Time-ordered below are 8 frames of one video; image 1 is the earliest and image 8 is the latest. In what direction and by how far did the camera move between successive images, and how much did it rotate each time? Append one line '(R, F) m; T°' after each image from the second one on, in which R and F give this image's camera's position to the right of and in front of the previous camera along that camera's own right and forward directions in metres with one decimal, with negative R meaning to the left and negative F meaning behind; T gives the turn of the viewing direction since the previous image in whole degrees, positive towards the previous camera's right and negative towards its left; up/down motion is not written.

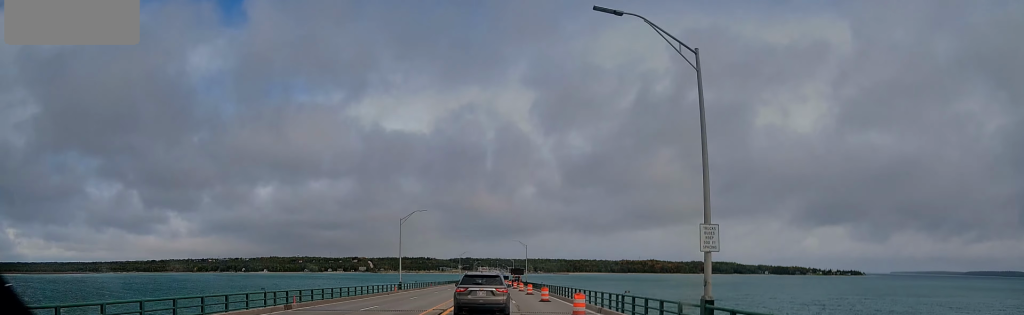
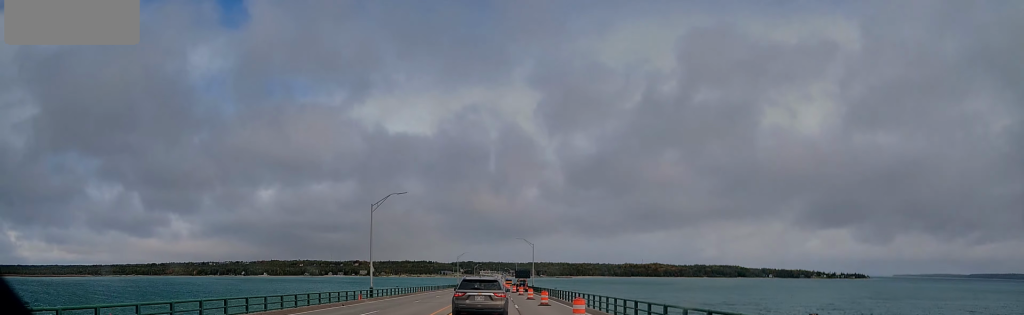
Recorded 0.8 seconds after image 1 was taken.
(+0.2, +16.0) m; 0°
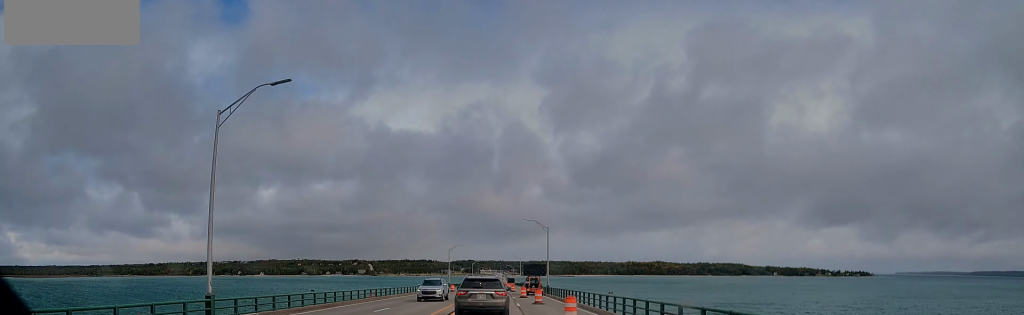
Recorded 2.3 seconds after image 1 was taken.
(-0.6, +29.3) m; 0°
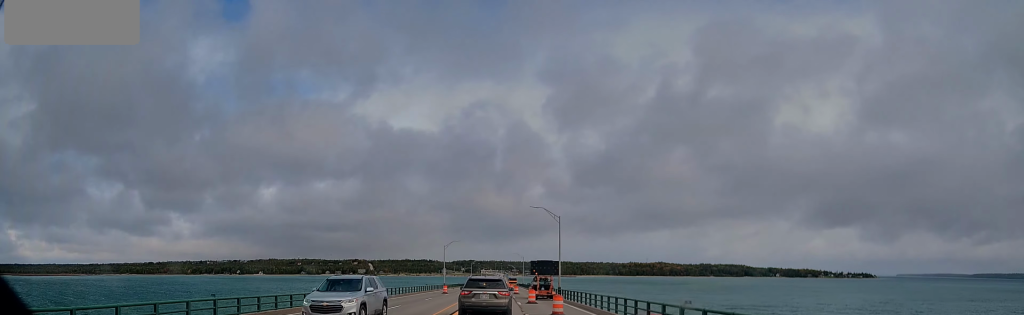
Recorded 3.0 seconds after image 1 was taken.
(+0.5, +12.7) m; 0°
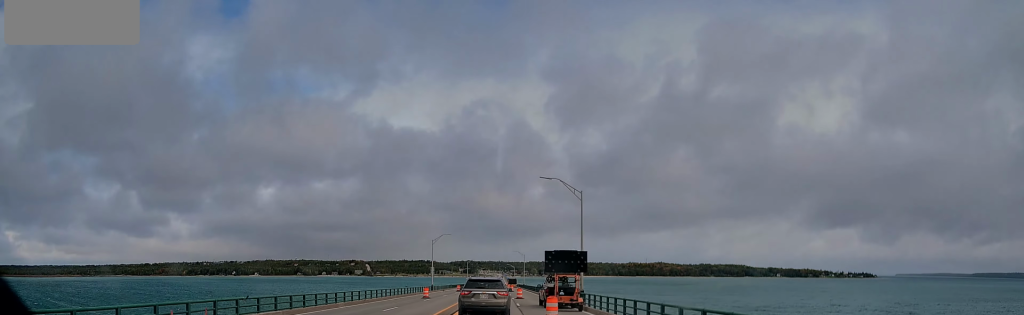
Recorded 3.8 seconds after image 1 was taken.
(-0.1, +15.8) m; 0°
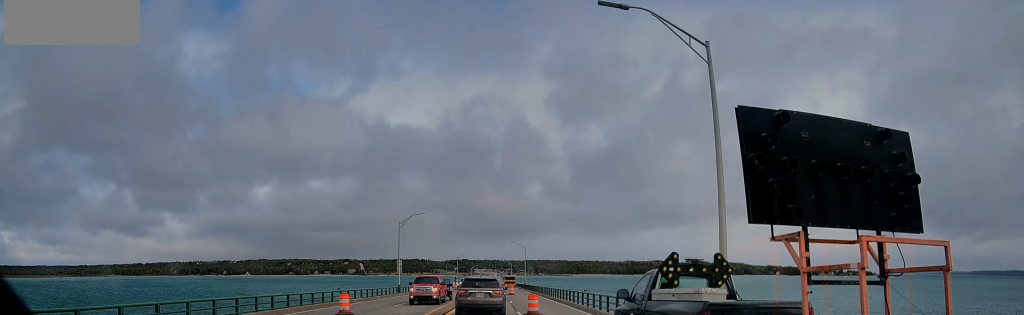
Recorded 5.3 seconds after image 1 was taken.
(0.0, +27.1) m; 0°
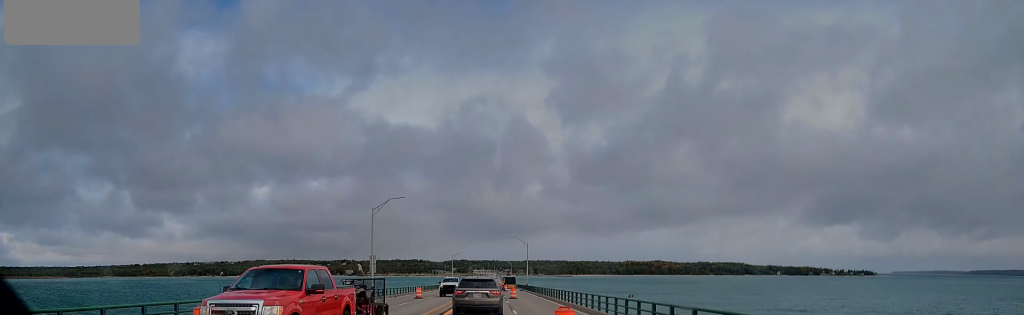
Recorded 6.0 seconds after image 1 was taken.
(-0.3, +12.6) m; 0°
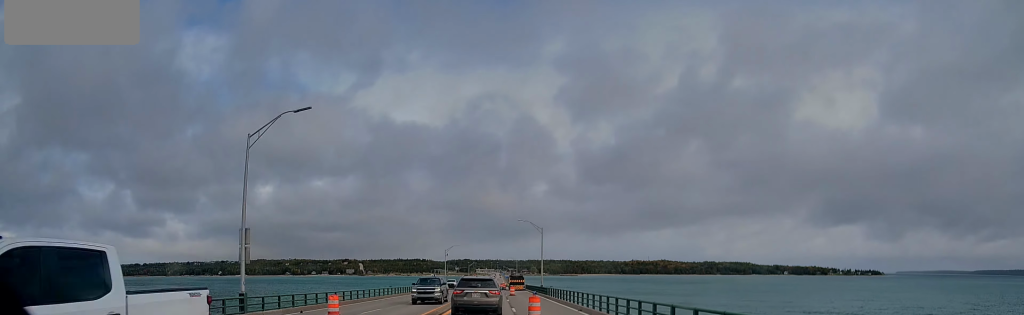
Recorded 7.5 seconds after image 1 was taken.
(+0.3, +27.9) m; +1°
